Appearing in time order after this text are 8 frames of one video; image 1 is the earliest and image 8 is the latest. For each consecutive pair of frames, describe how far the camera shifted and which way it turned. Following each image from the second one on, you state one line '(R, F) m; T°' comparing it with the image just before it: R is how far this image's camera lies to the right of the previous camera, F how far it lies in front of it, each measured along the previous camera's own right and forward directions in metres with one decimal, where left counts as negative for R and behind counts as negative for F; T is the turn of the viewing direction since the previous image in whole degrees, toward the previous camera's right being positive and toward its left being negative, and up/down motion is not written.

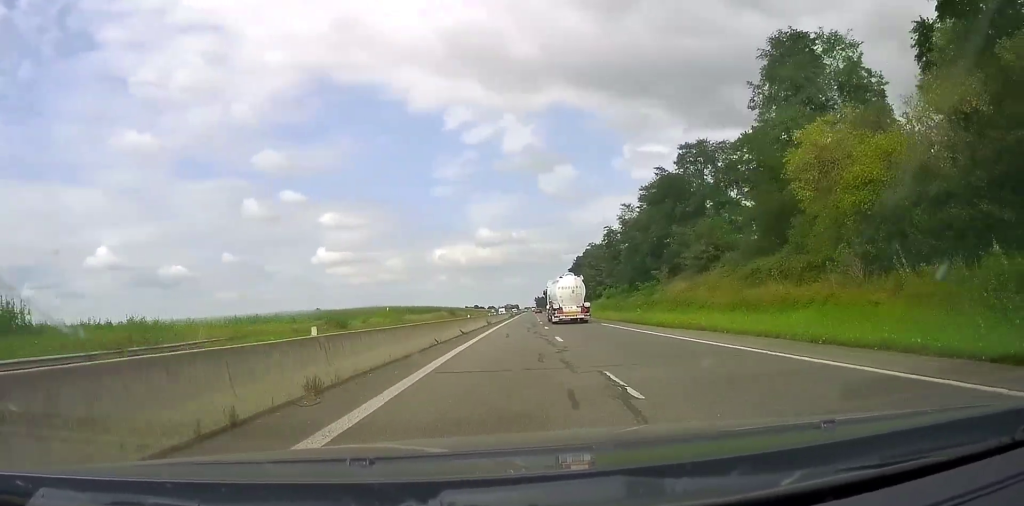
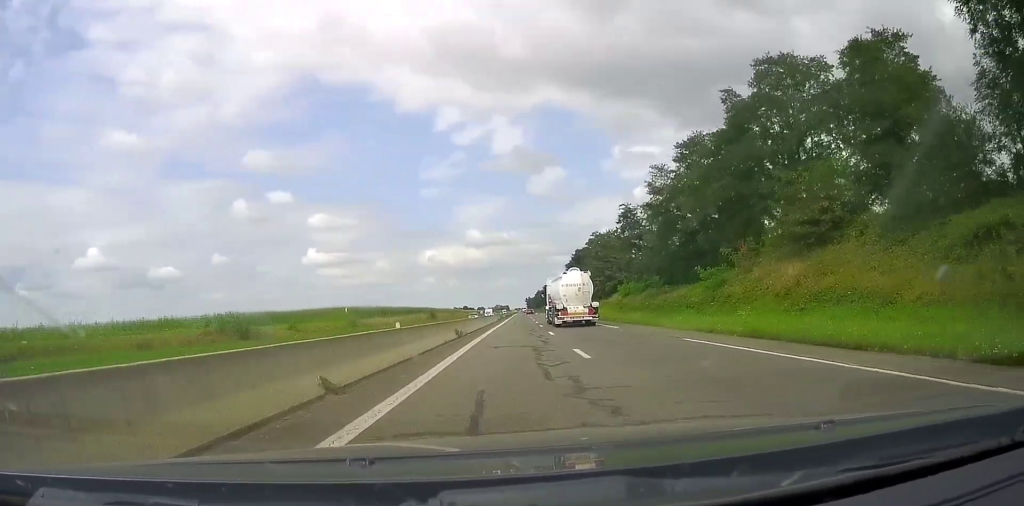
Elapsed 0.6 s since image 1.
(+0.2, +22.9) m; +1°
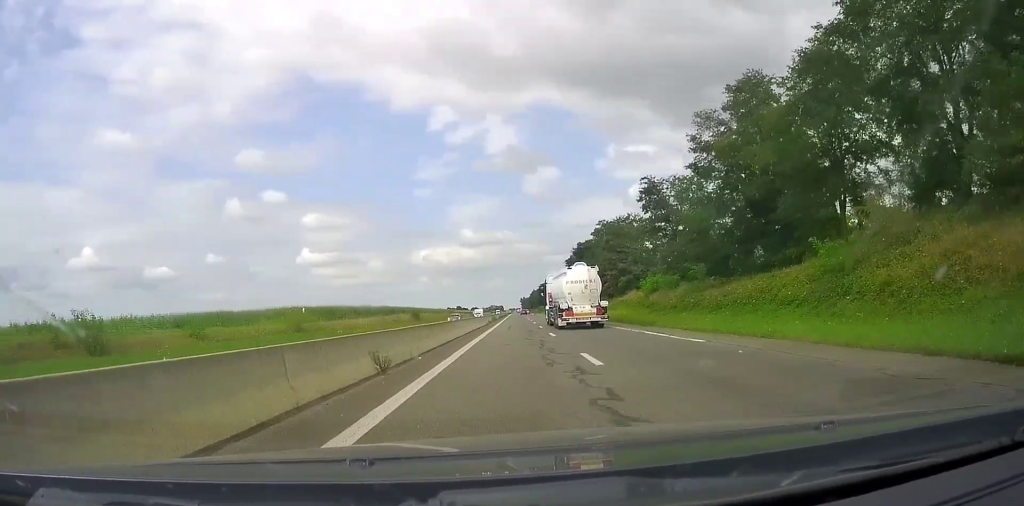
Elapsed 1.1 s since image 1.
(+0.1, +16.4) m; +1°
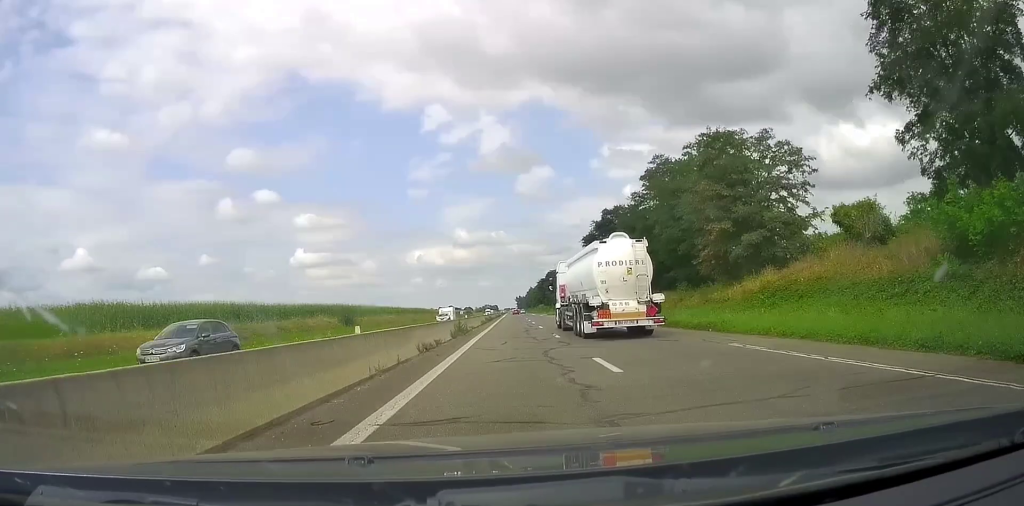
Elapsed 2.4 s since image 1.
(+0.7, +43.6) m; +1°
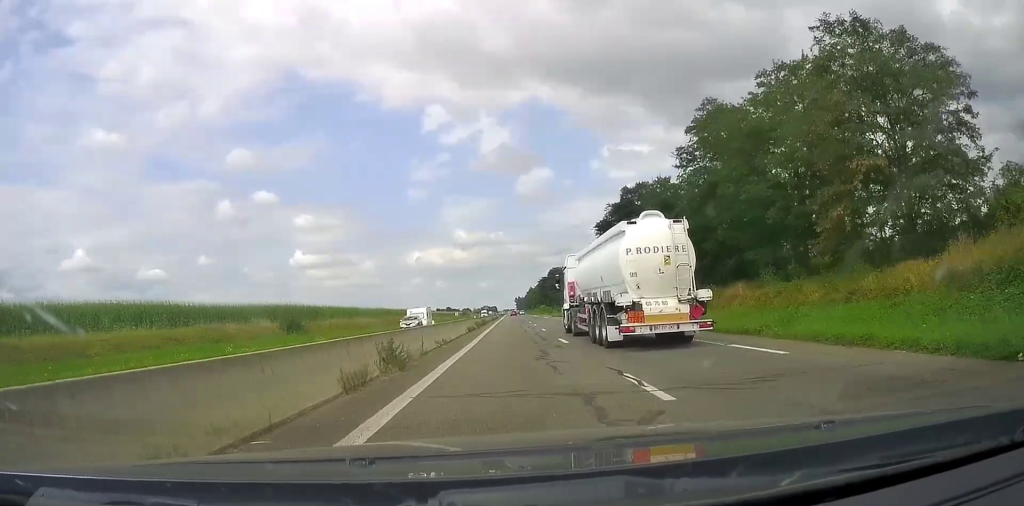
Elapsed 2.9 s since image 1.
(-0.1, +16.7) m; 0°
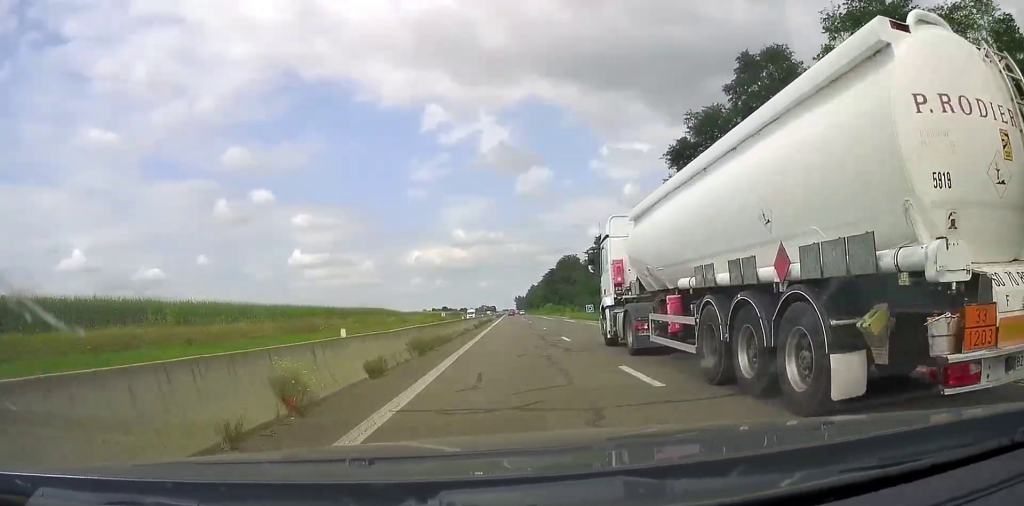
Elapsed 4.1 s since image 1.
(+0.5, +39.3) m; +1°
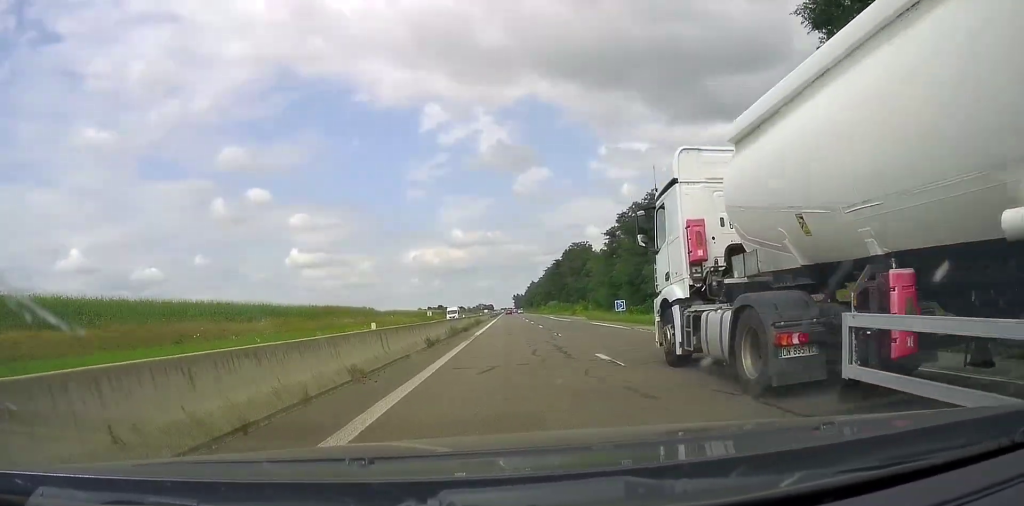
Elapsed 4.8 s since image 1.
(+0.1, +23.7) m; 0°
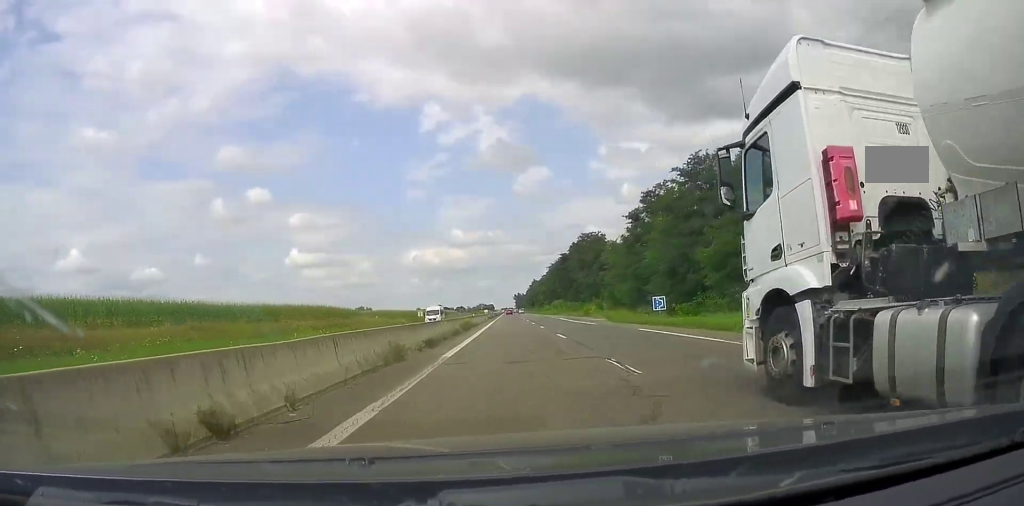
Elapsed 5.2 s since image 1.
(0.0, +14.9) m; 0°
